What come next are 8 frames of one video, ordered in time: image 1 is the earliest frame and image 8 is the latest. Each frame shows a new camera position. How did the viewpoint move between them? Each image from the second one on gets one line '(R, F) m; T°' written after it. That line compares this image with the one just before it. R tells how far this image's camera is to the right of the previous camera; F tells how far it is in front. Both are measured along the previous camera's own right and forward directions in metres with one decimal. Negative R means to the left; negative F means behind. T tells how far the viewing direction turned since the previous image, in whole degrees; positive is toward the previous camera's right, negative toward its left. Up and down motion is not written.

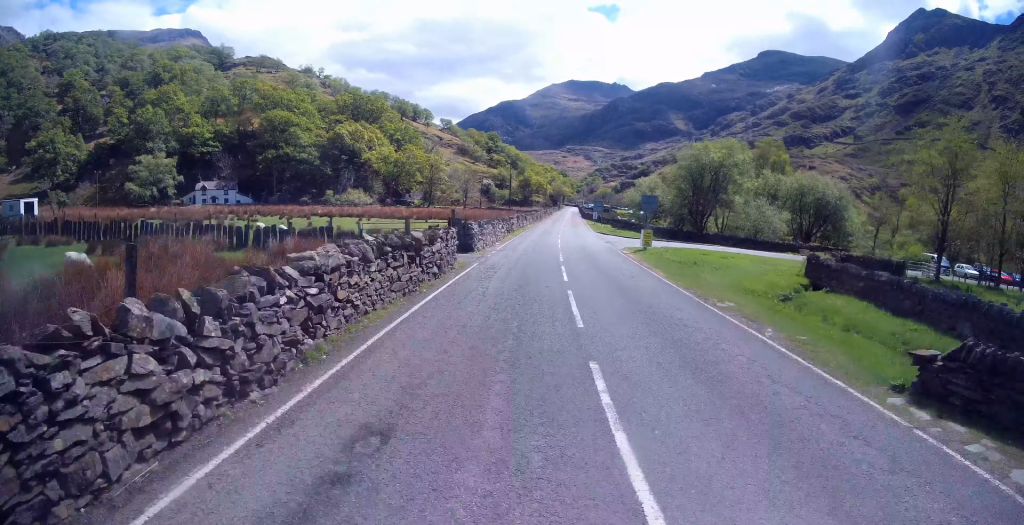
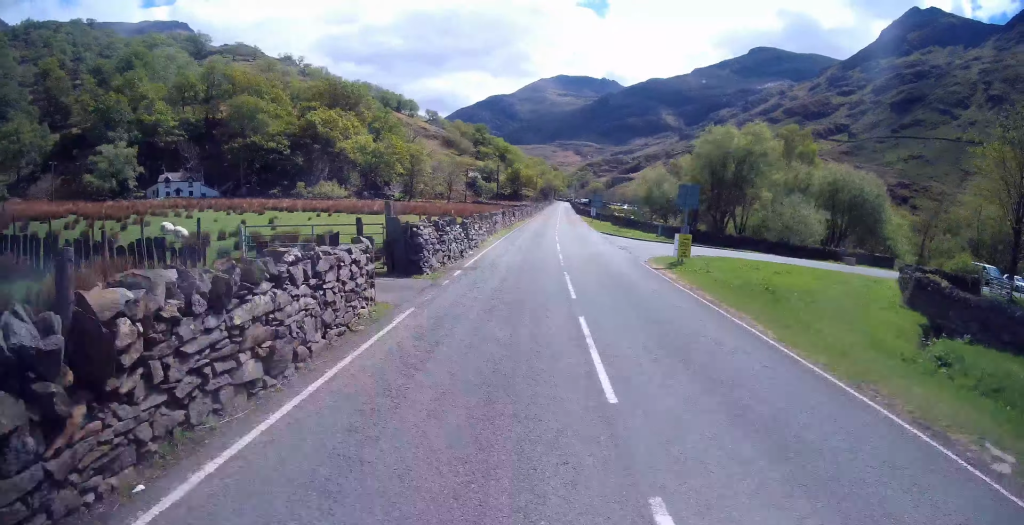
(+0.1, +9.3) m; +1°
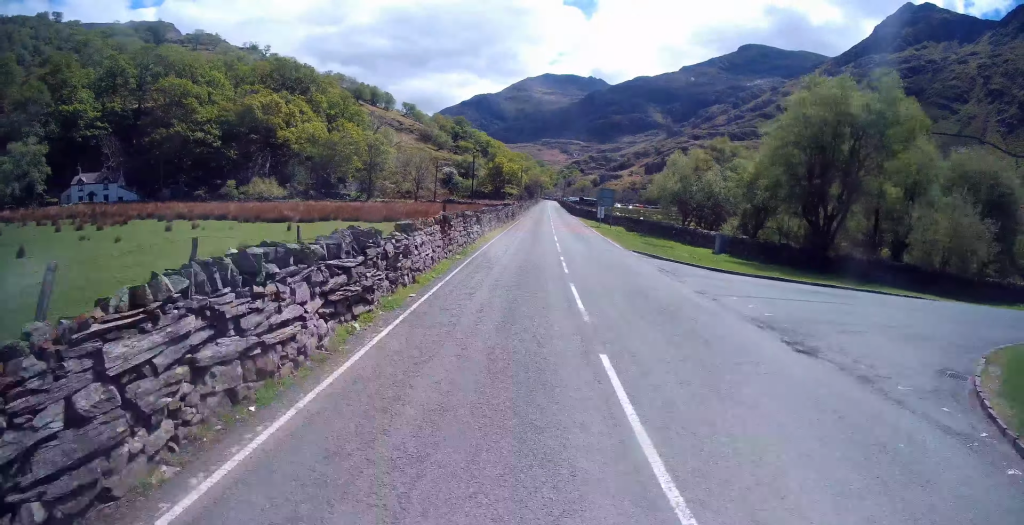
(+0.2, +20.2) m; +1°
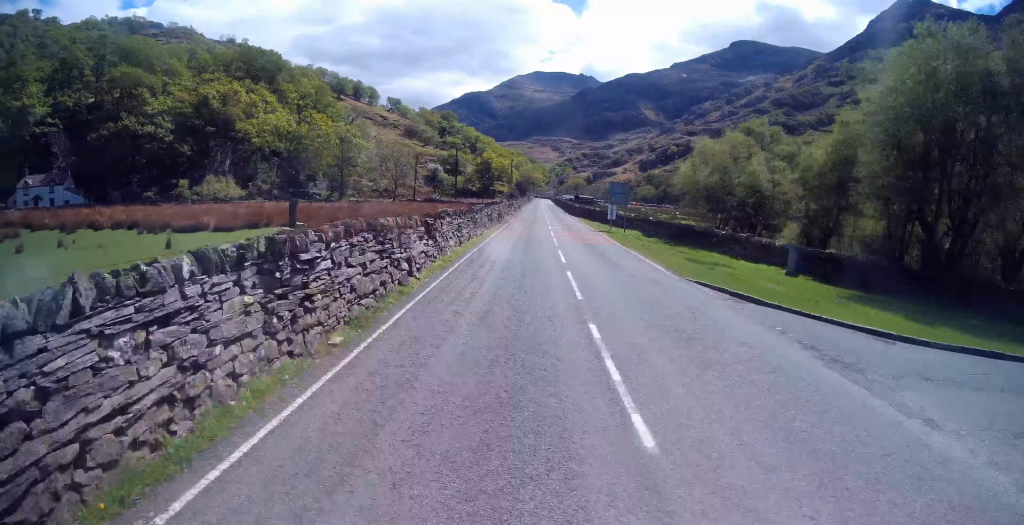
(+0.1, +10.6) m; +1°
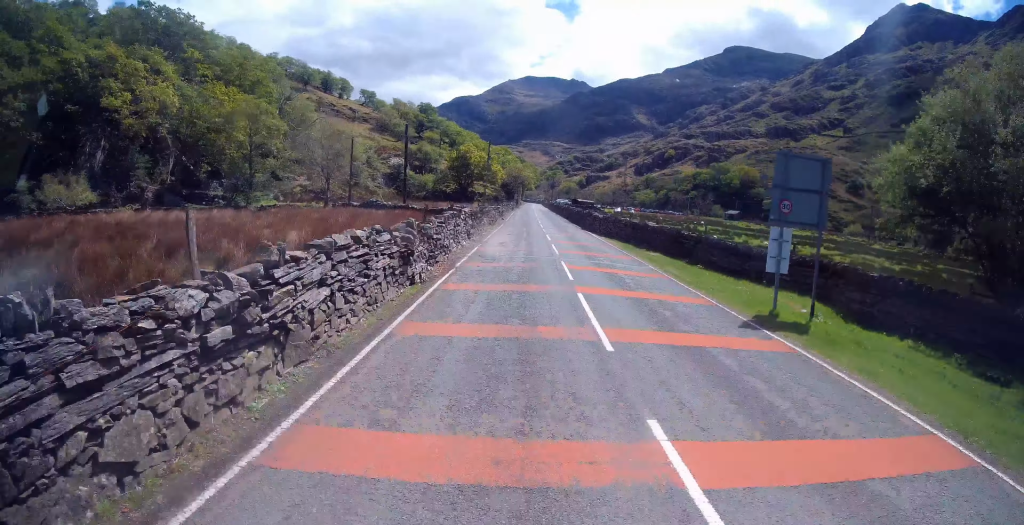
(+0.3, +27.0) m; +1°
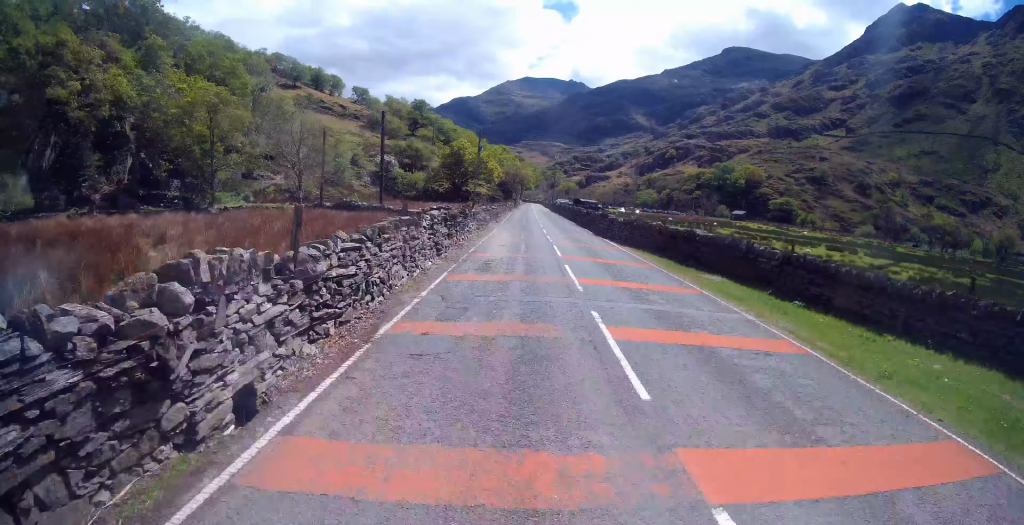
(0.0, +8.0) m; 0°
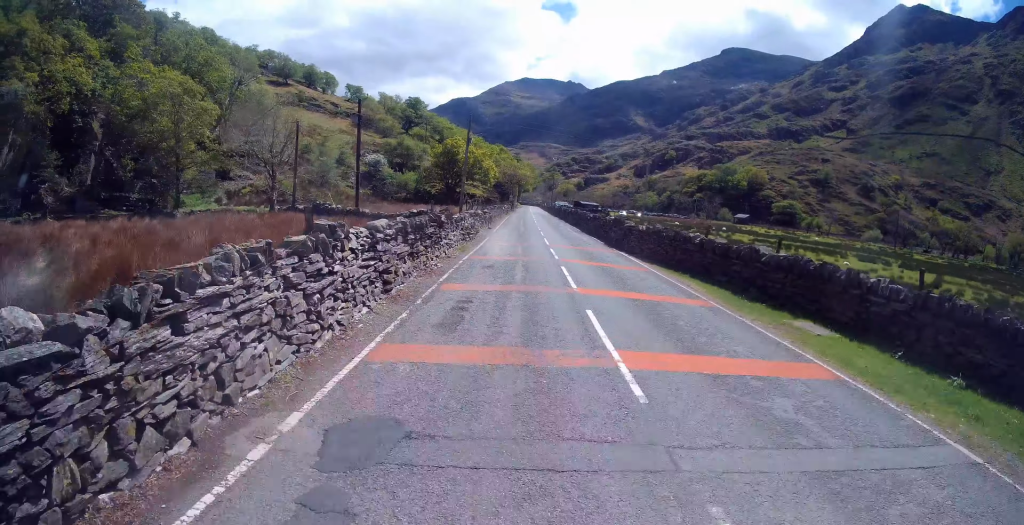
(+0.1, +5.8) m; 0°
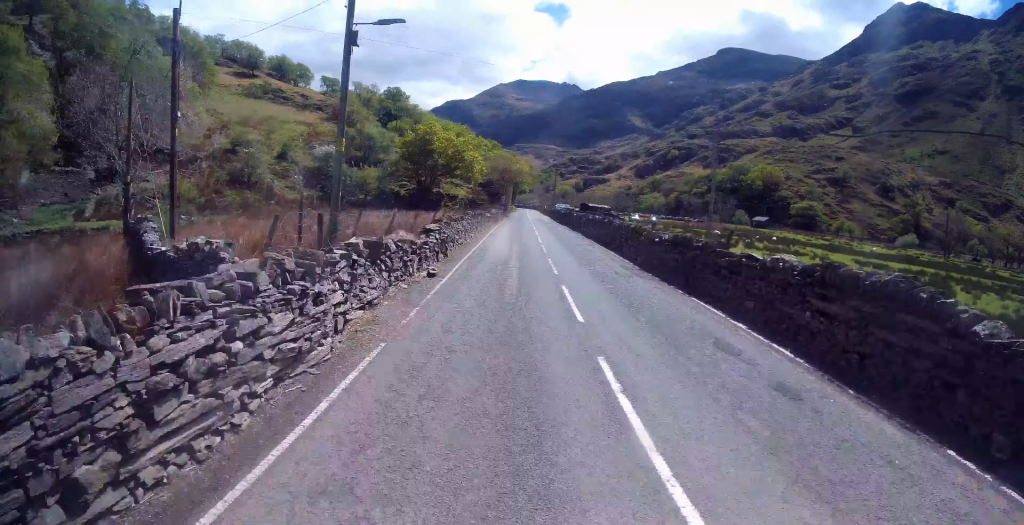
(+0.2, +20.7) m; 0°
